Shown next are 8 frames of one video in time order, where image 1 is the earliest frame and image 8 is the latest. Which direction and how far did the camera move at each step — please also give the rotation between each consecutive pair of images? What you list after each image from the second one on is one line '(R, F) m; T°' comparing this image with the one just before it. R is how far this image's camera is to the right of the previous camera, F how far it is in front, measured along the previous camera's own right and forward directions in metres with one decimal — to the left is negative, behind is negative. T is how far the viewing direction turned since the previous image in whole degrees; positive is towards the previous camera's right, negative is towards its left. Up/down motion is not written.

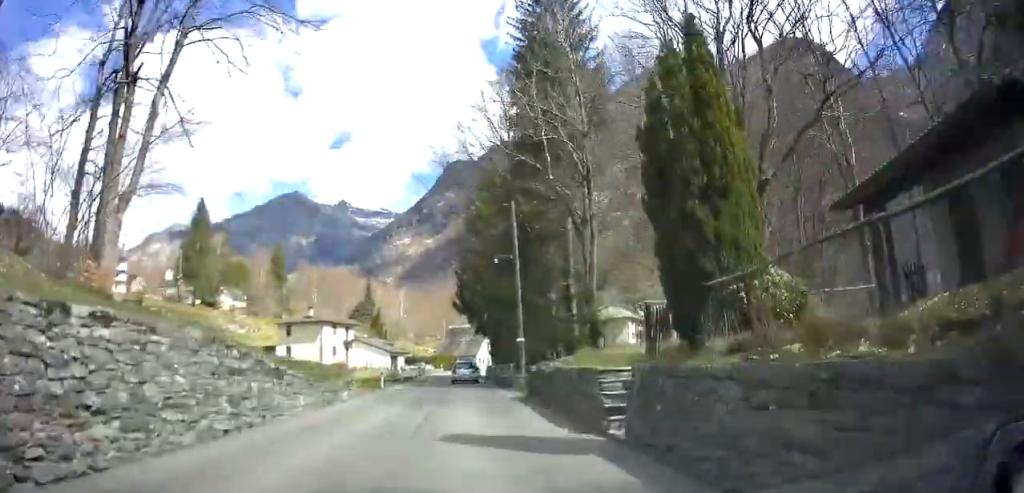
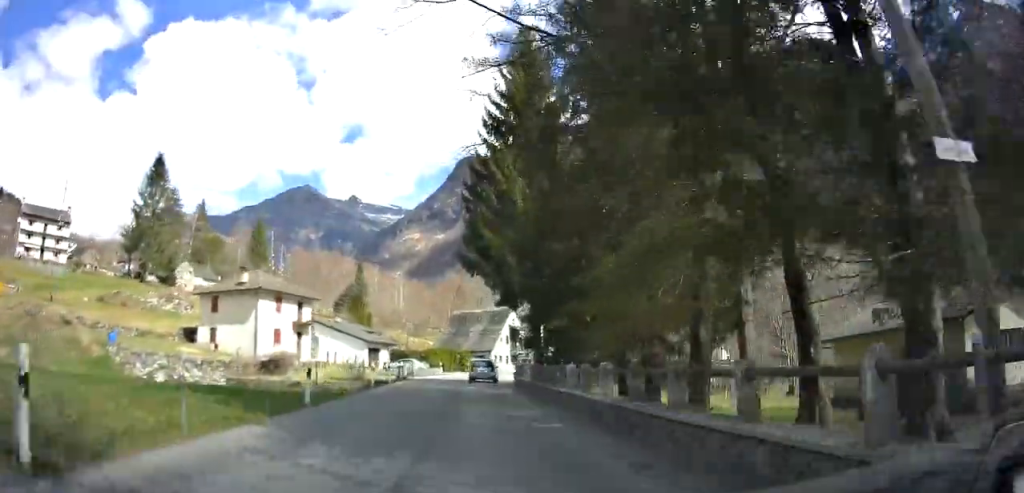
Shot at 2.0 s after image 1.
(-0.5, +25.3) m; -1°
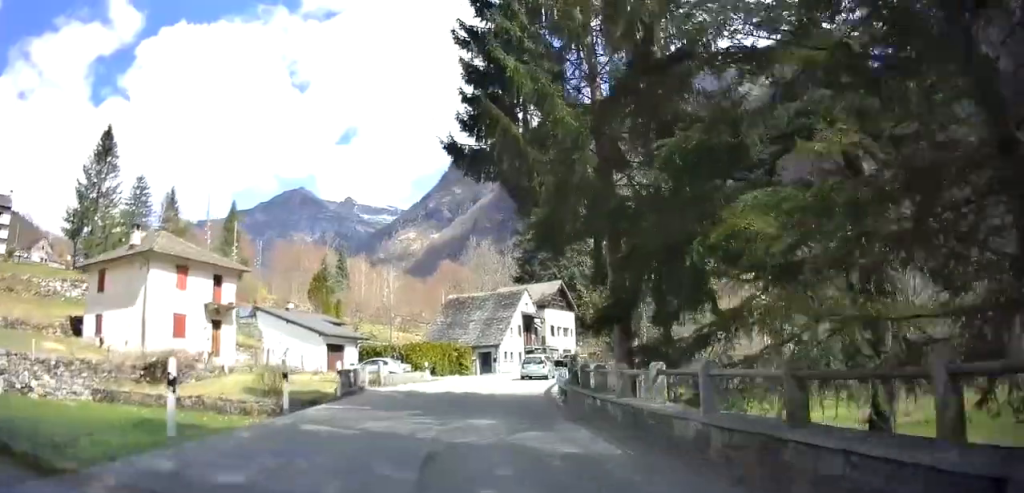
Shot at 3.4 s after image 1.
(+0.3, +17.7) m; +3°
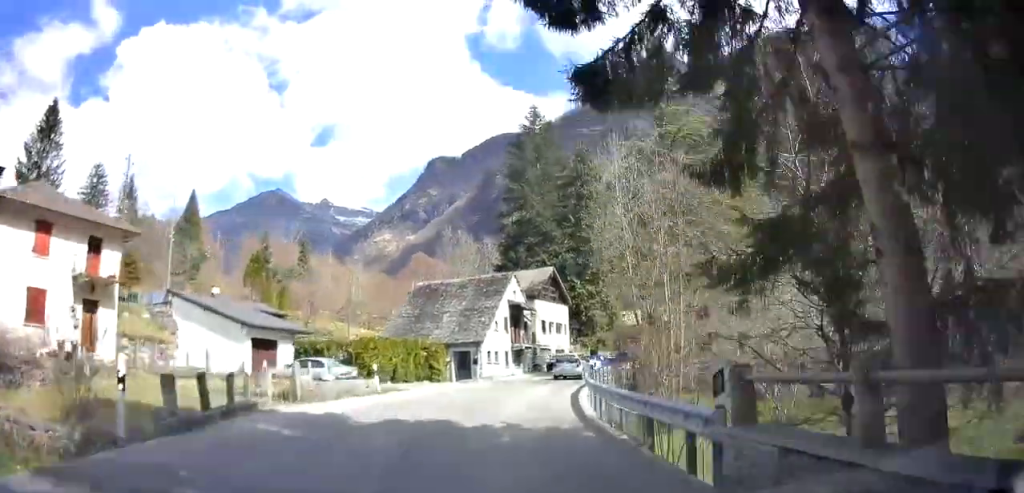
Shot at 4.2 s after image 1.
(+0.2, +11.0) m; +2°
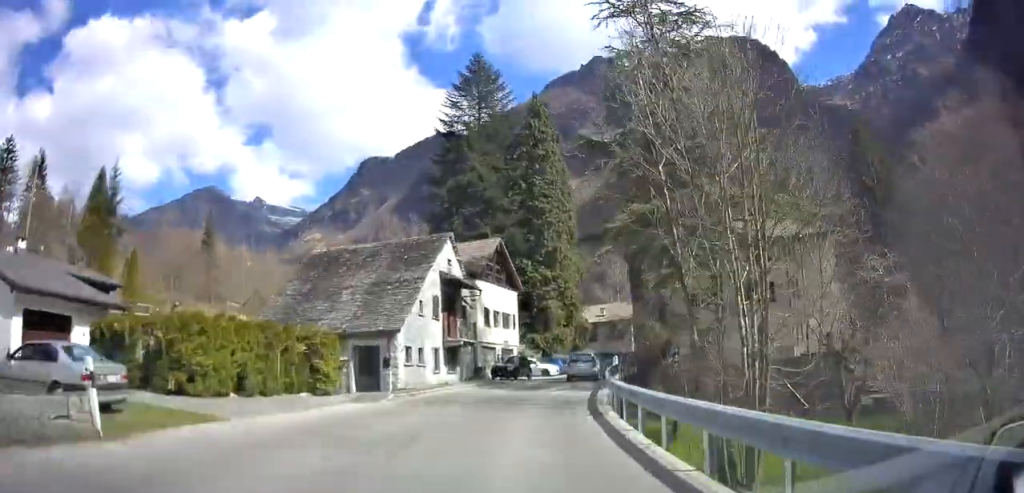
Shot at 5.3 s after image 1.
(+0.4, +14.0) m; -1°
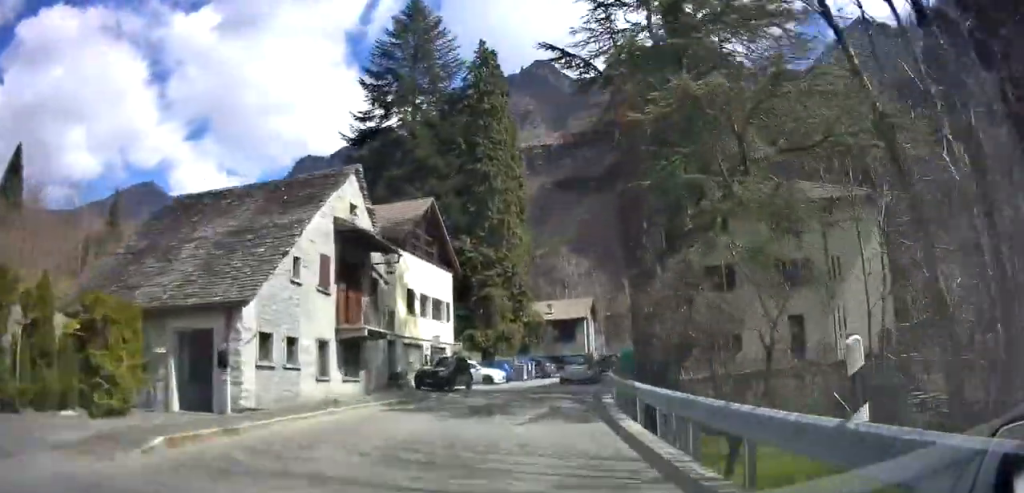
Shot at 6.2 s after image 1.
(-0.5, +10.4) m; +6°
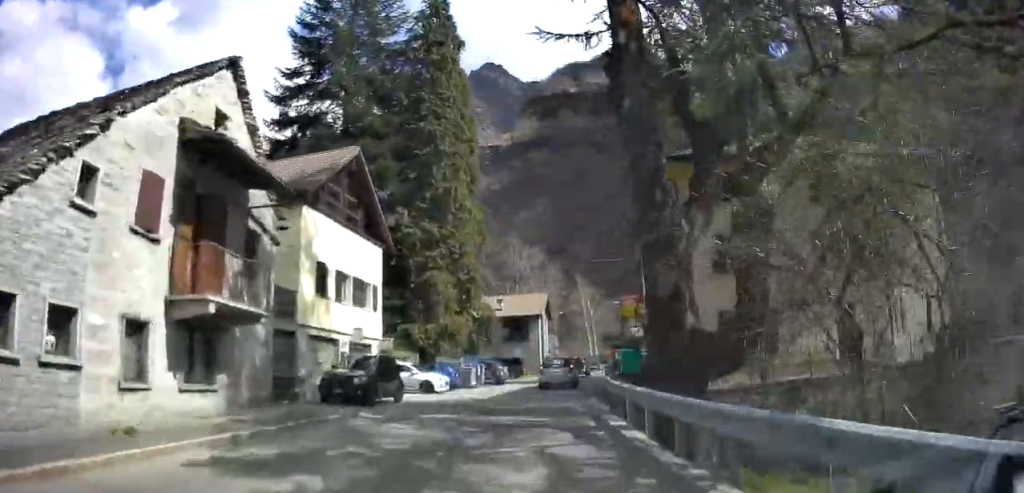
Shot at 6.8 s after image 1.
(+0.4, +7.9) m; +7°
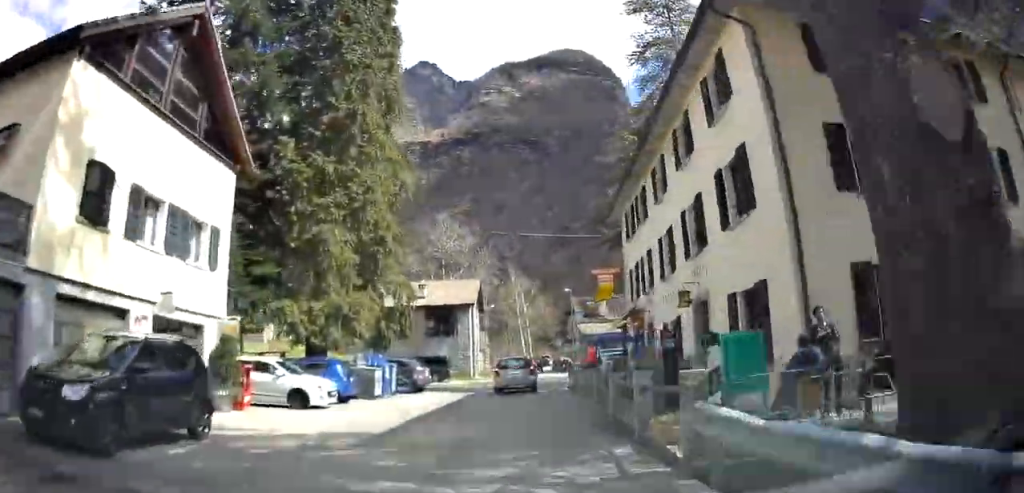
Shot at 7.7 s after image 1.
(+1.7, +11.1) m; +9°
